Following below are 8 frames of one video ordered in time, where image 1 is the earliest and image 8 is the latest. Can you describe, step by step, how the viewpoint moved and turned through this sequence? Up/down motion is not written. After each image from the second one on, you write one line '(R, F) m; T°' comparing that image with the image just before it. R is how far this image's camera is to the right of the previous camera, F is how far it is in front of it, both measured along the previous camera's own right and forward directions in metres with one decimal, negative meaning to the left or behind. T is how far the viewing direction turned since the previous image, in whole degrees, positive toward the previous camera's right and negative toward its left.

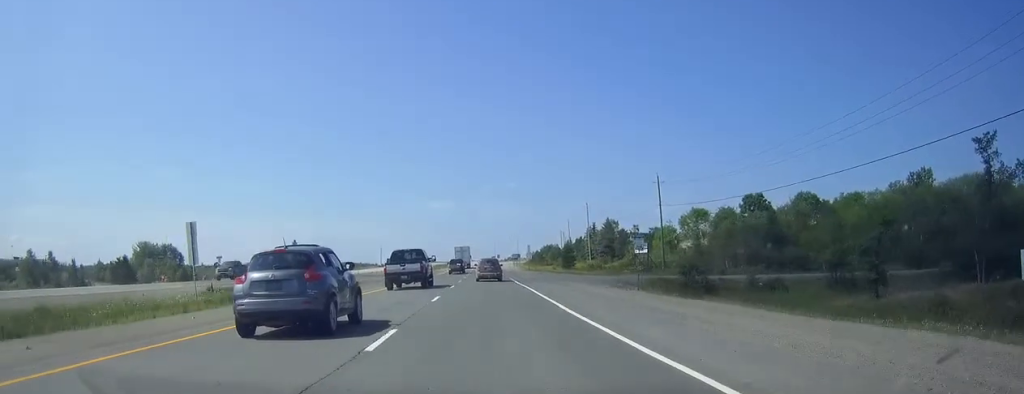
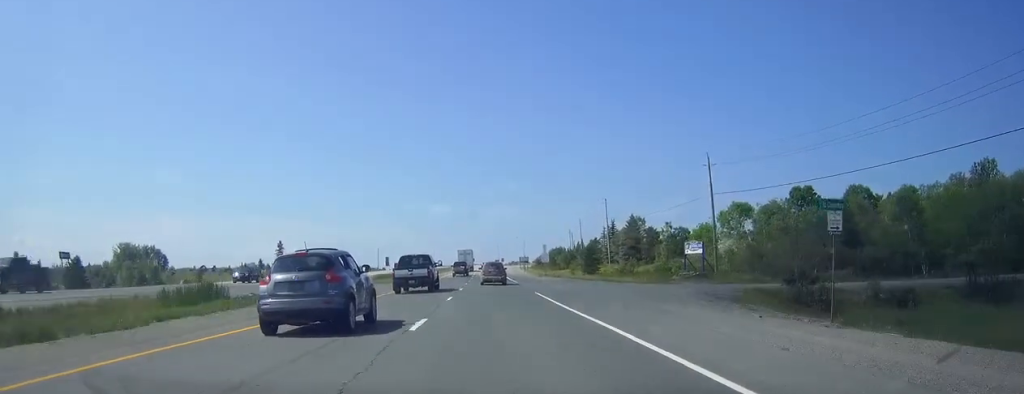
(+0.1, +21.0) m; 0°
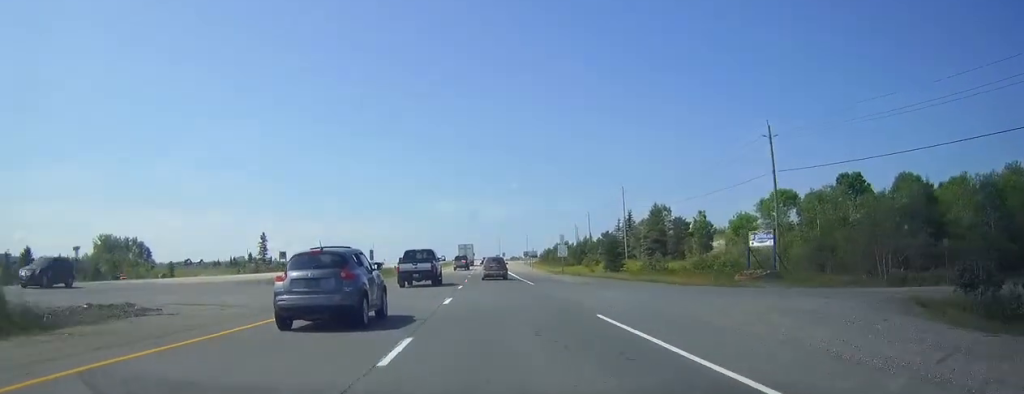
(0.0, +16.9) m; 0°
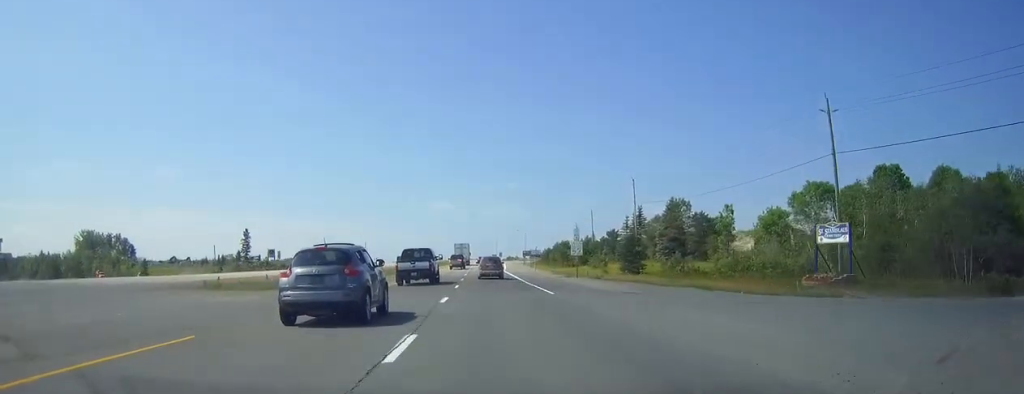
(0.0, +11.9) m; 0°
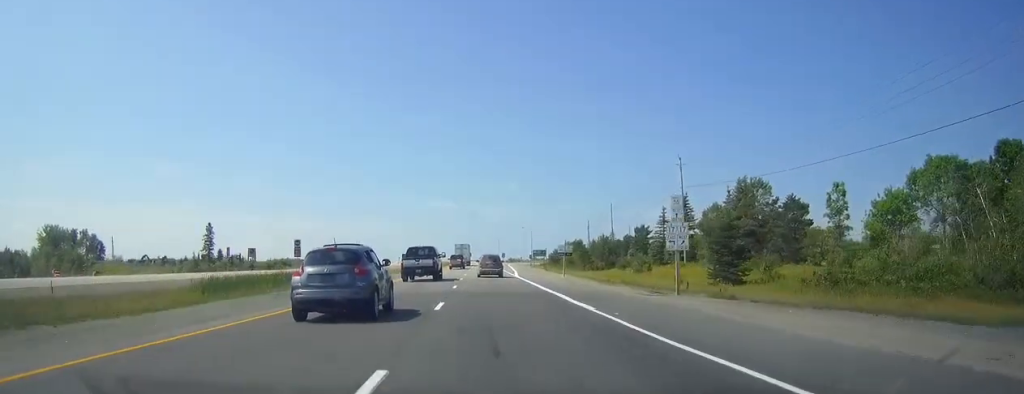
(-0.1, +27.3) m; 0°
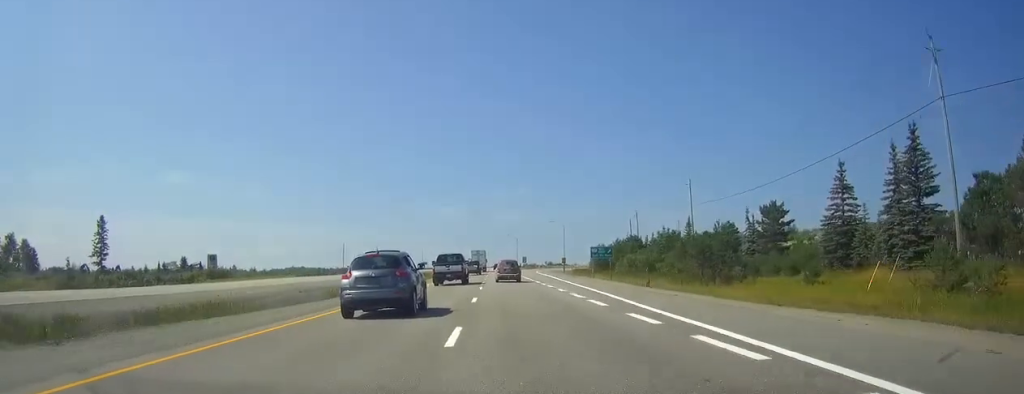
(0.0, +55.0) m; 0°
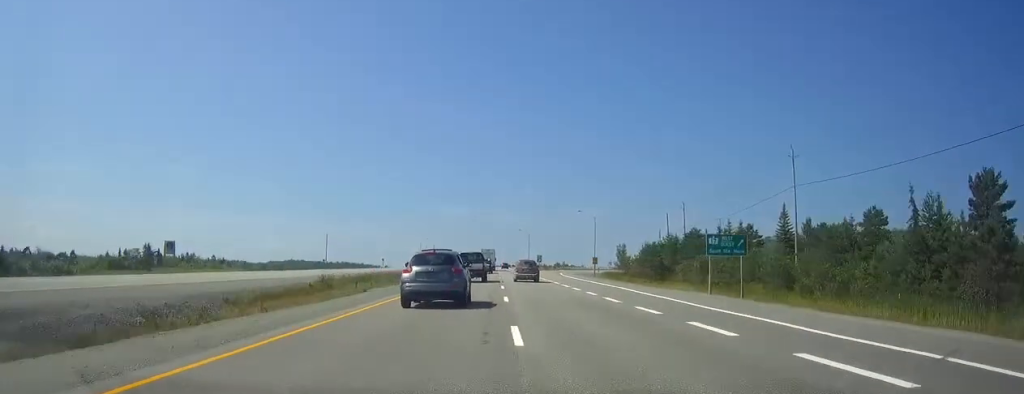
(-0.1, +36.2) m; -1°
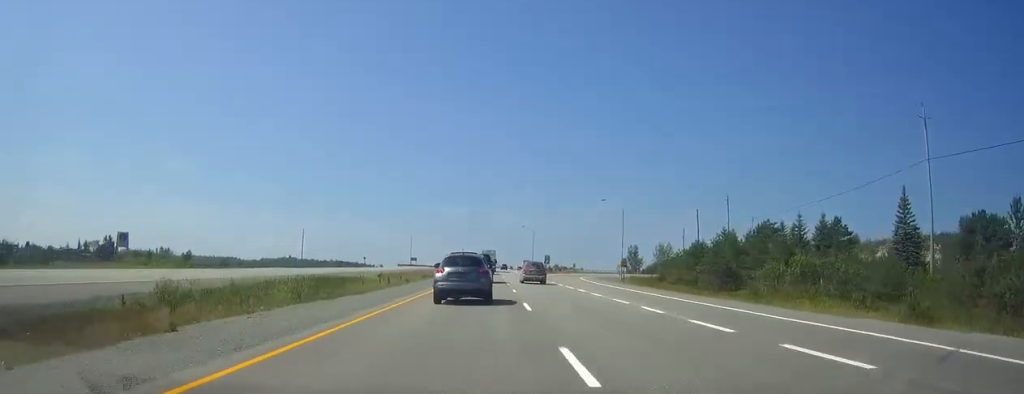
(-0.2, +26.8) m; 0°
